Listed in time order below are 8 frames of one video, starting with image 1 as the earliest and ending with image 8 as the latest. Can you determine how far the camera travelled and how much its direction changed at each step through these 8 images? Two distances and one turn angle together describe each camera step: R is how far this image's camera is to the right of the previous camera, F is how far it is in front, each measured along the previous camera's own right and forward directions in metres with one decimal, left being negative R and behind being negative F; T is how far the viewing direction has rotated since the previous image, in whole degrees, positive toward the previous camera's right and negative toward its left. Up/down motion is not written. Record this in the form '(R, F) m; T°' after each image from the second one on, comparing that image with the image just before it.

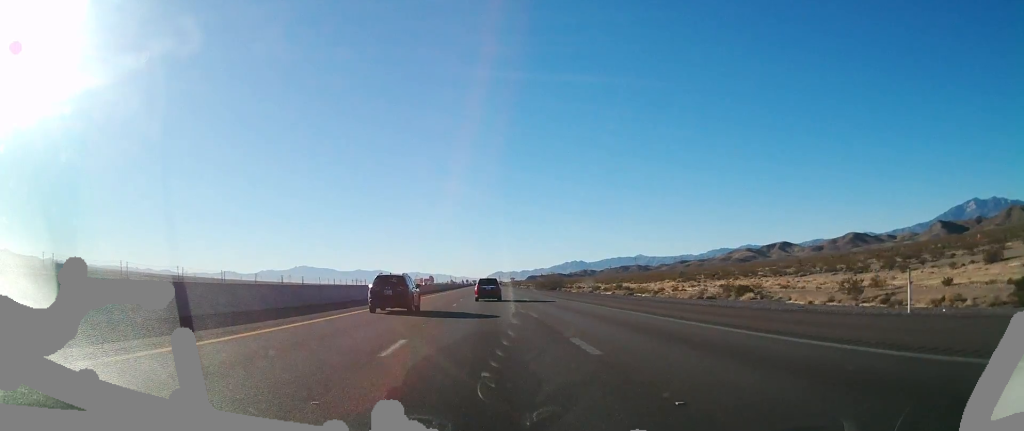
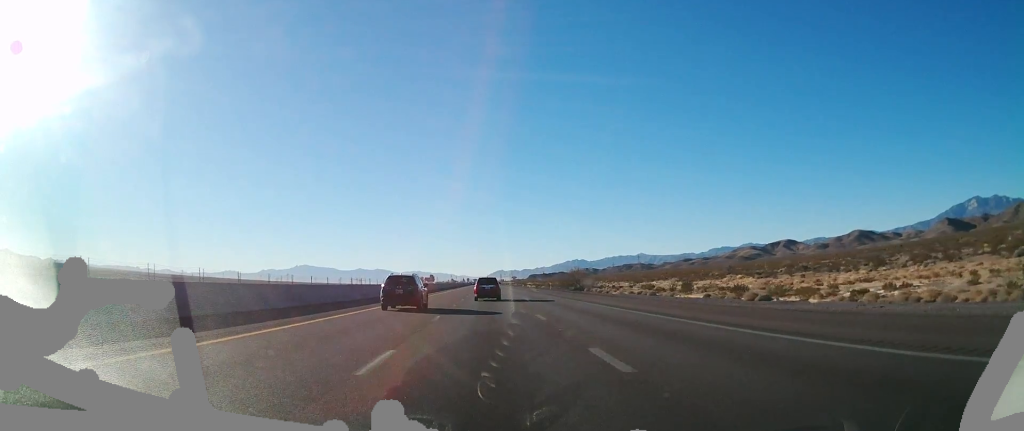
(+0.1, +38.7) m; 0°
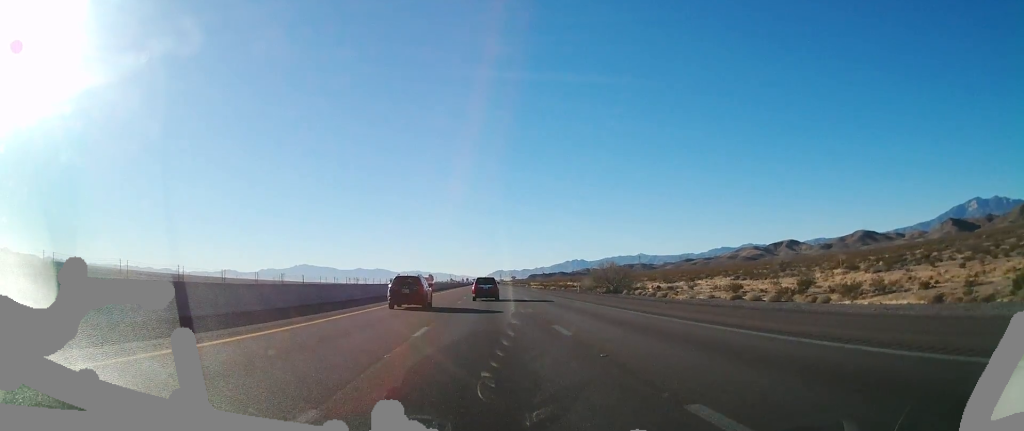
(0.0, +29.9) m; 0°
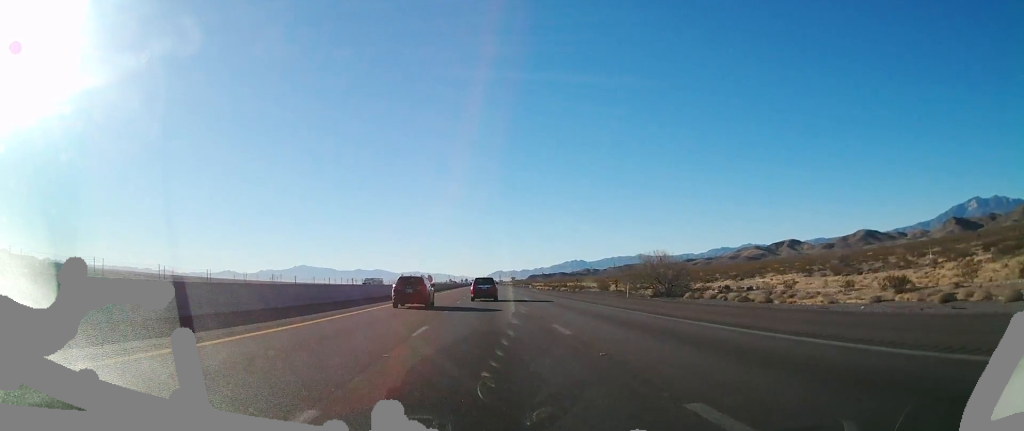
(0.0, +24.4) m; 0°
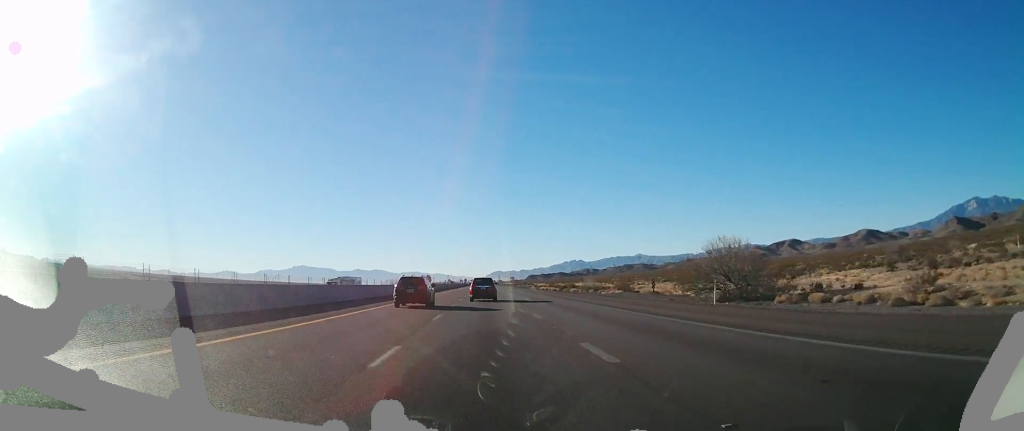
(0.0, +17.7) m; 0°
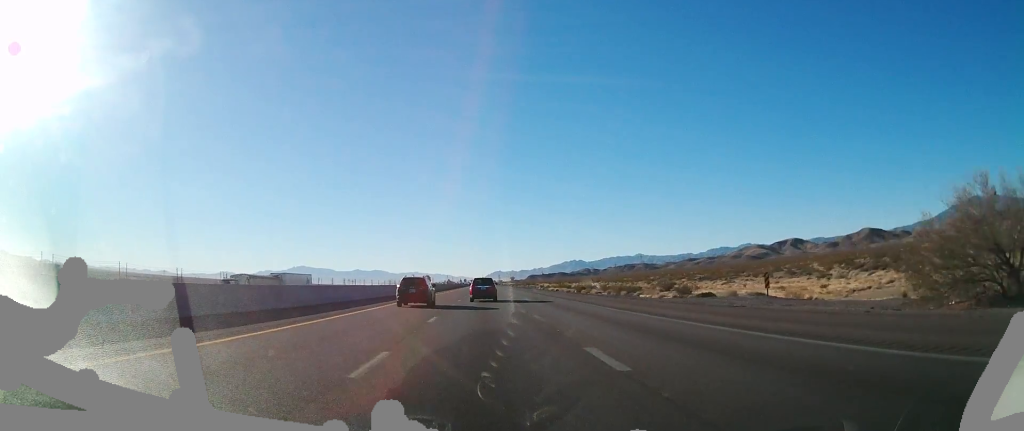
(-0.1, +25.6) m; 0°
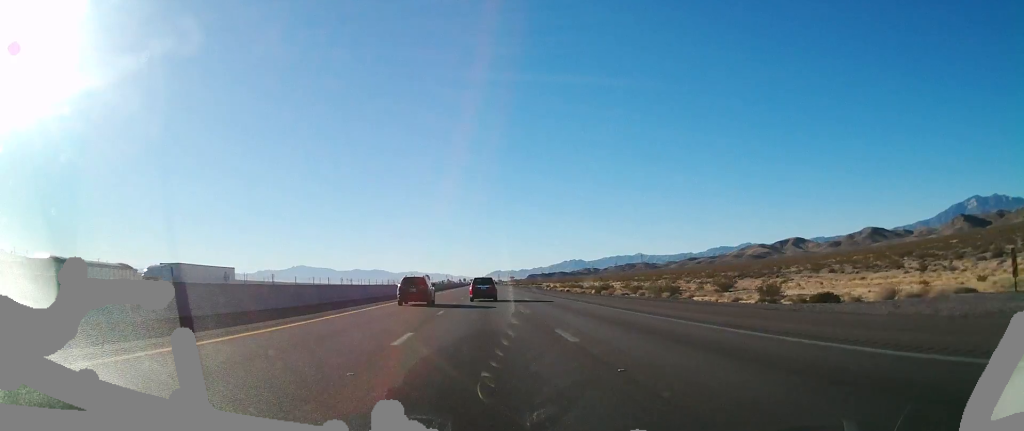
(0.0, +20.0) m; 0°
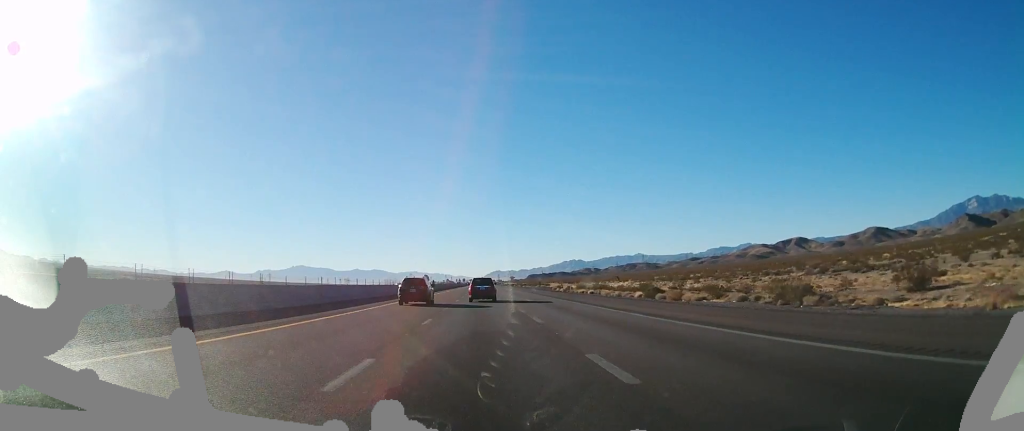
(0.0, +29.9) m; 0°
